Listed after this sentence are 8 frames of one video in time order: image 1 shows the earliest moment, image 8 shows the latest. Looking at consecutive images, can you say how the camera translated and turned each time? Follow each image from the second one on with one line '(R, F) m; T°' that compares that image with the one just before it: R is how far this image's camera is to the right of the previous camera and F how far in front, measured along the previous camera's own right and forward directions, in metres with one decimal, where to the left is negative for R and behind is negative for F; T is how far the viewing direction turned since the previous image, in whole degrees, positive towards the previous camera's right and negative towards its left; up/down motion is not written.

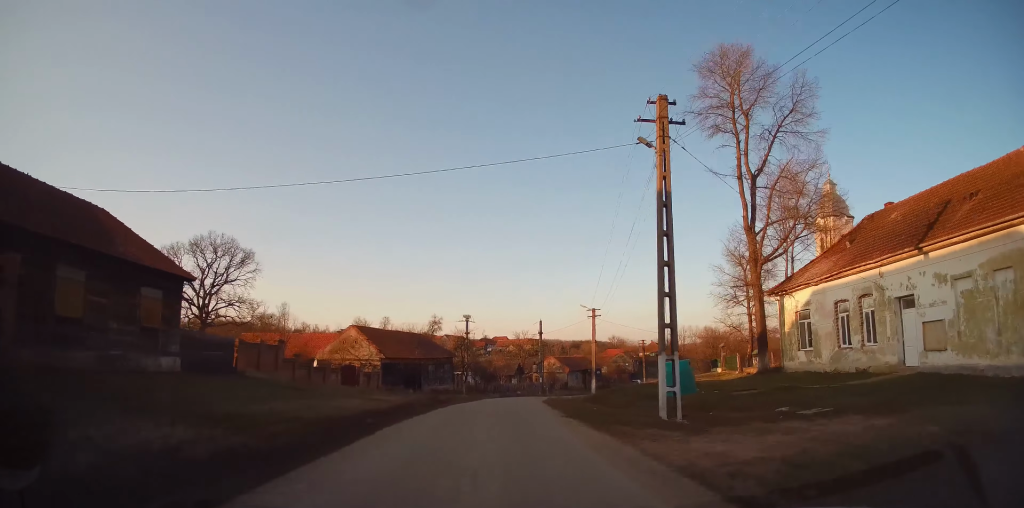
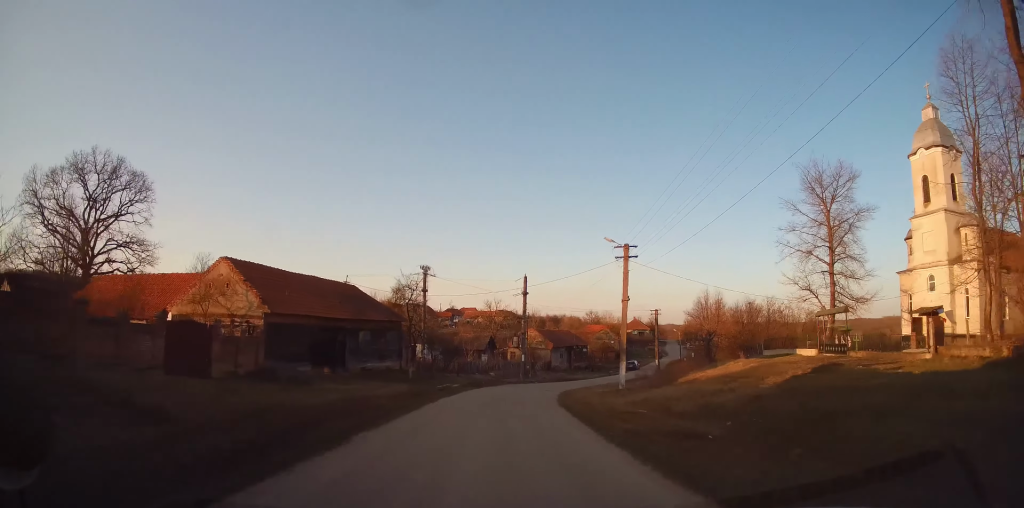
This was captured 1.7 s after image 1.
(+0.4, +20.1) m; +4°
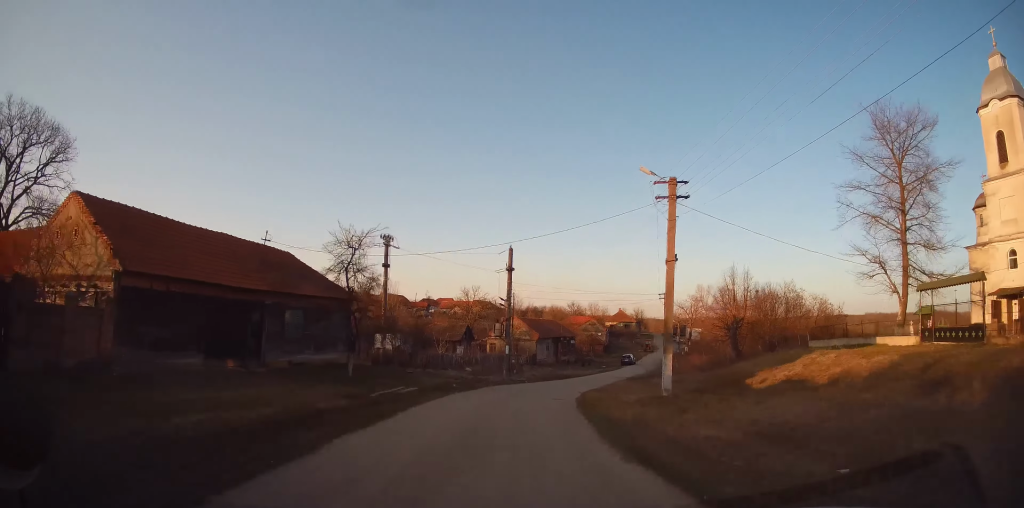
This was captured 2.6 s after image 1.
(+0.3, +10.4) m; +3°
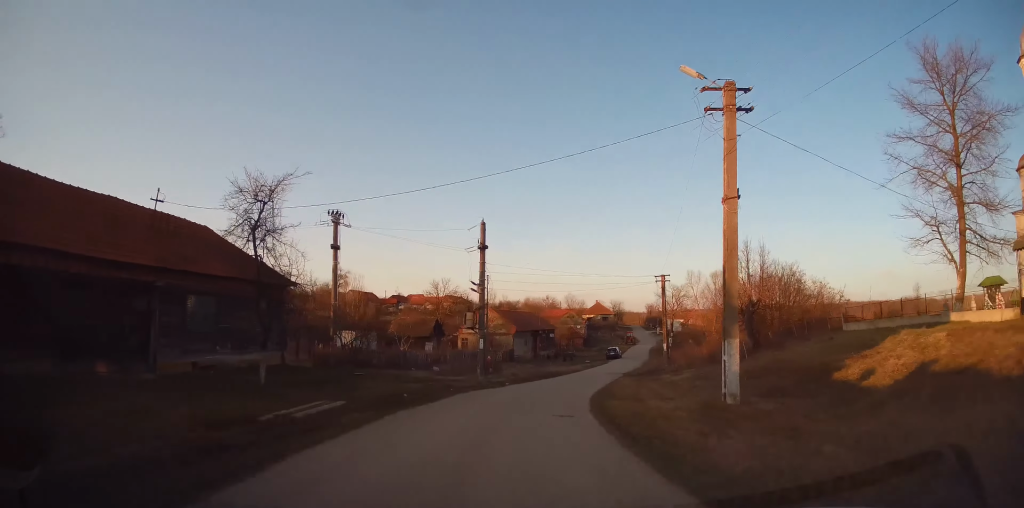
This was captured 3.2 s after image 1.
(+0.1, +7.0) m; +1°
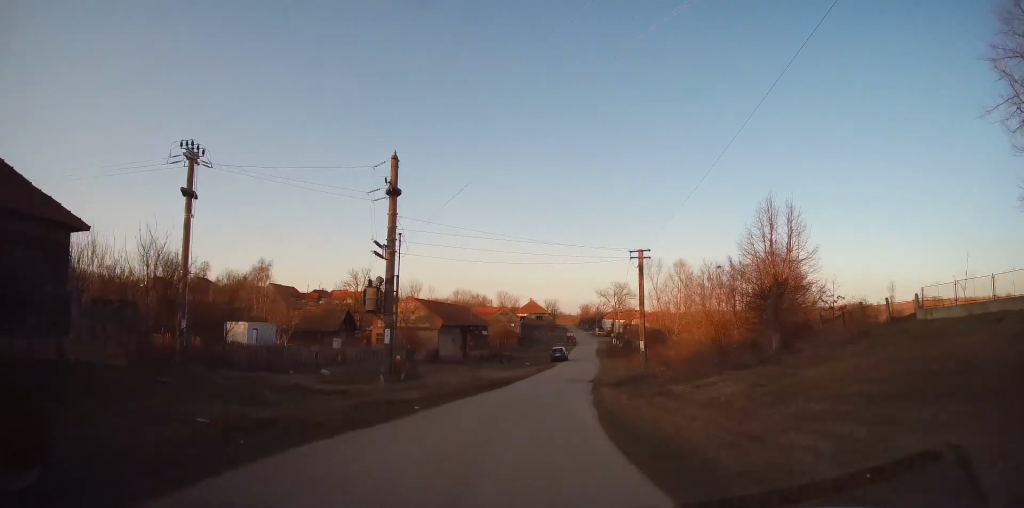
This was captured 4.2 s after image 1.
(+0.1, +11.5) m; +7°
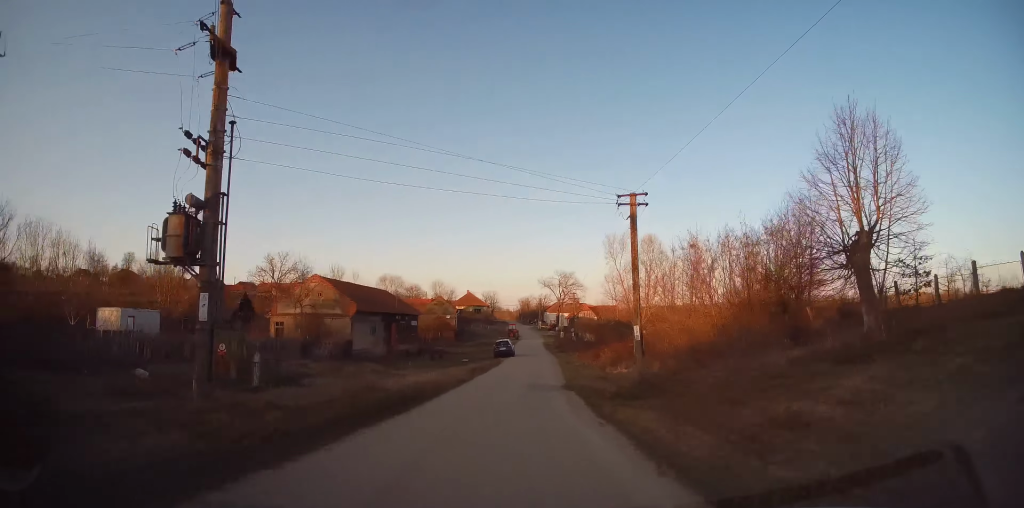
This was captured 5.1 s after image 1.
(+1.2, +11.0) m; +7°
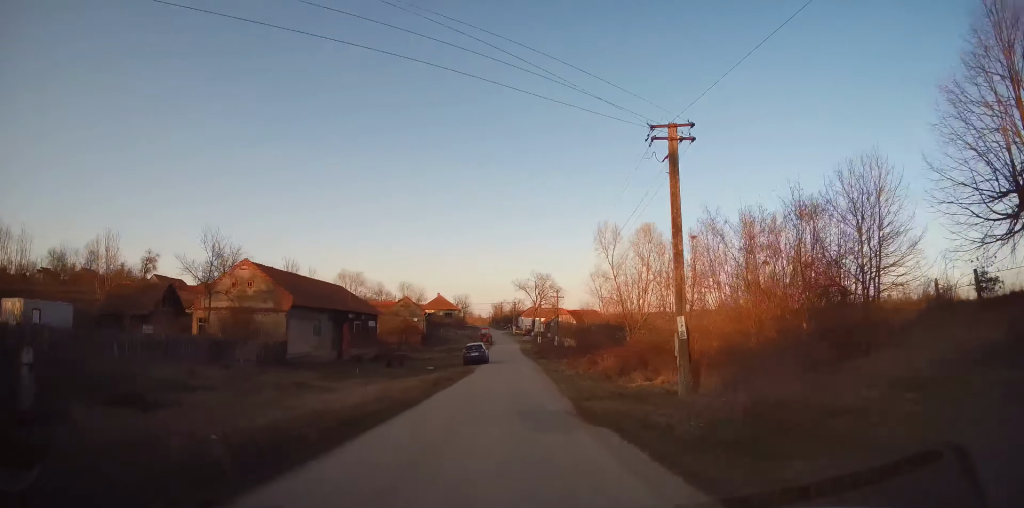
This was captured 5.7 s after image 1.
(+0.3, +8.0) m; +2°
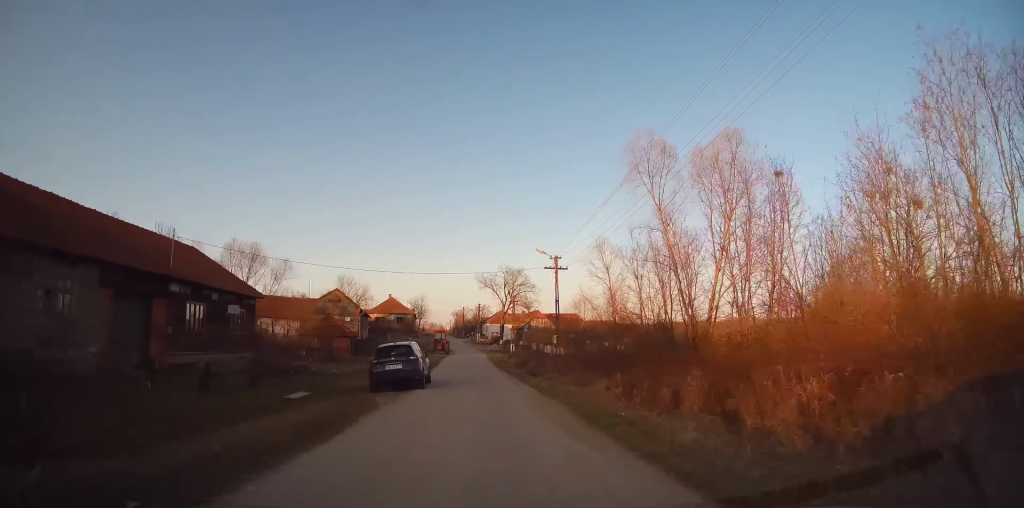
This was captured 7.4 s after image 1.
(+0.5, +21.8) m; +3°
